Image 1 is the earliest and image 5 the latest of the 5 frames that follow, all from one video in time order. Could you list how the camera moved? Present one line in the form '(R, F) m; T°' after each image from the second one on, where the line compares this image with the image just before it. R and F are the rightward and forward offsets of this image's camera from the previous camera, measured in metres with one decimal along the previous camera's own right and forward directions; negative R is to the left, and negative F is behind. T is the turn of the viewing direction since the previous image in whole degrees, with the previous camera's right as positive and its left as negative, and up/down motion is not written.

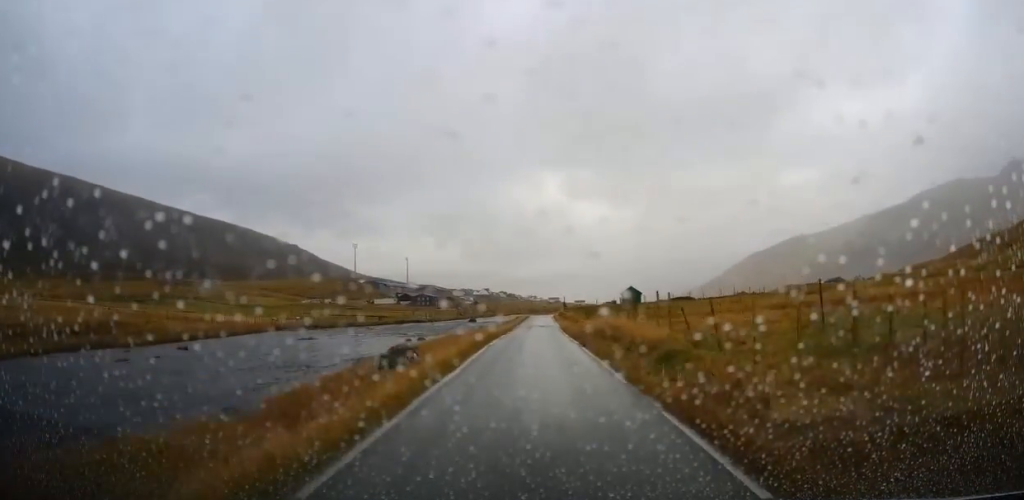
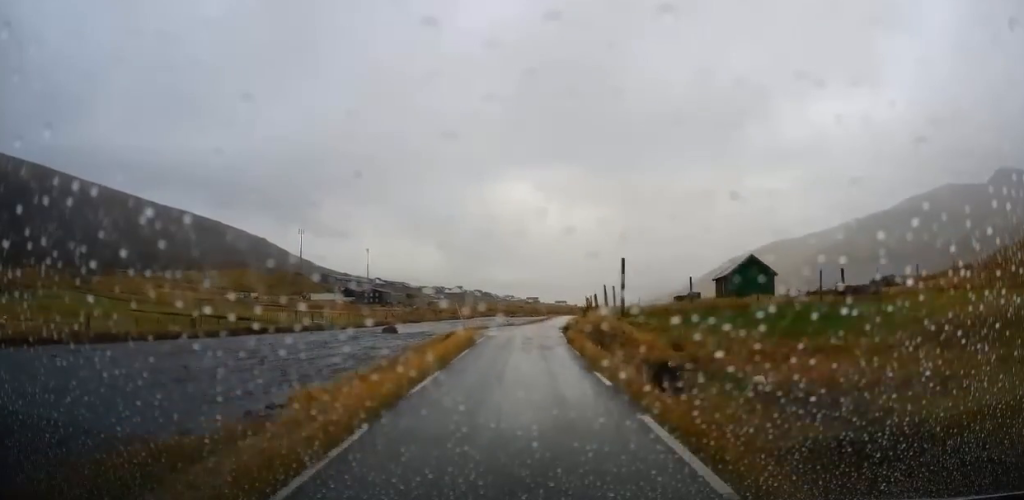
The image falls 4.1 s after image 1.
(+3.5, +57.8) m; +5°
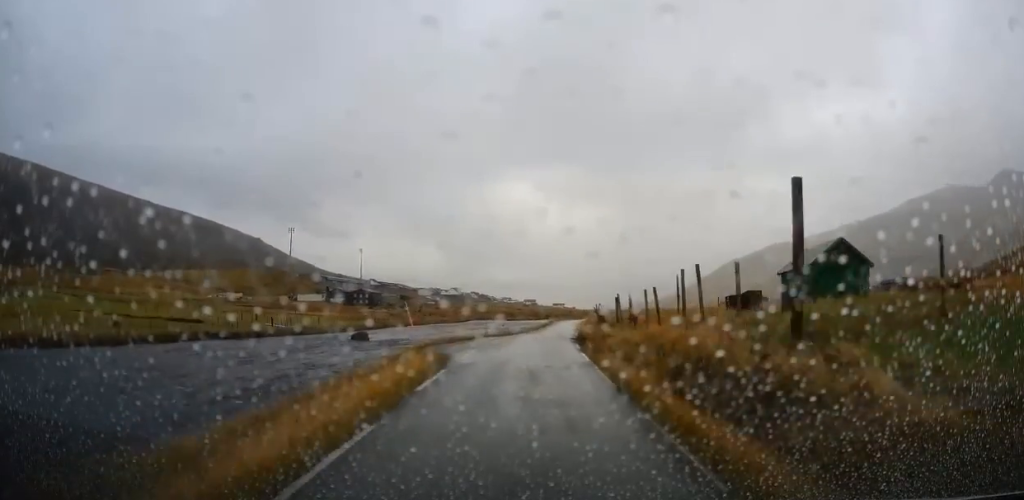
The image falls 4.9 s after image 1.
(0.0, +11.2) m; +1°
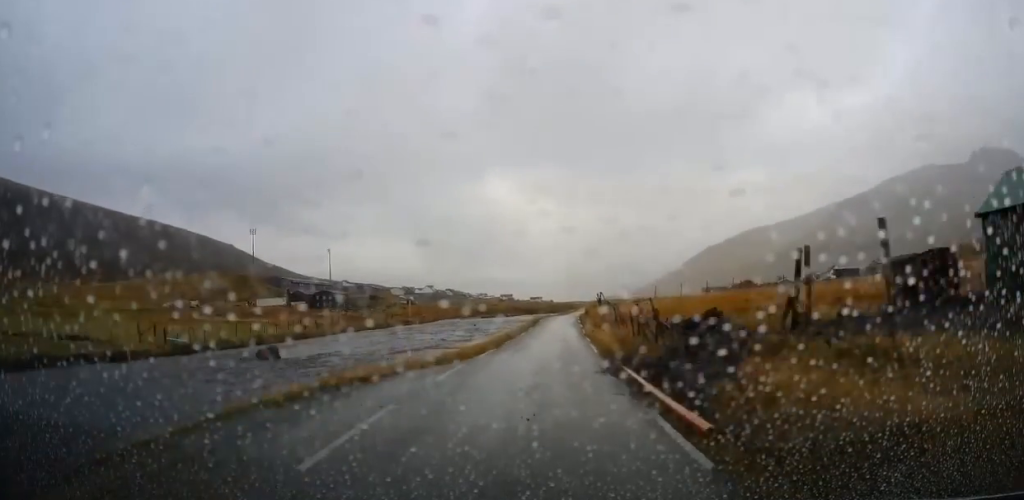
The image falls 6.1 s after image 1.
(-0.1, +15.9) m; +1°
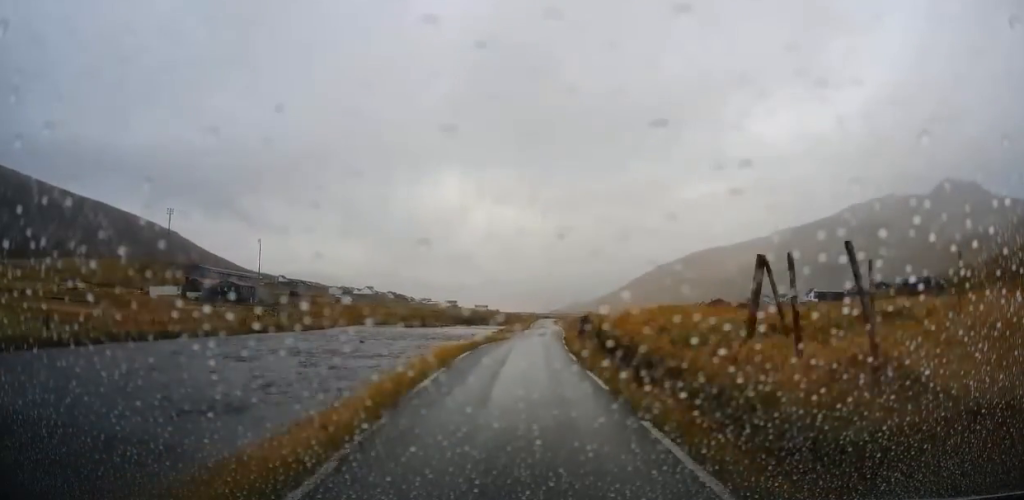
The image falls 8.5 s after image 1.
(+1.0, +36.0) m; +4°
